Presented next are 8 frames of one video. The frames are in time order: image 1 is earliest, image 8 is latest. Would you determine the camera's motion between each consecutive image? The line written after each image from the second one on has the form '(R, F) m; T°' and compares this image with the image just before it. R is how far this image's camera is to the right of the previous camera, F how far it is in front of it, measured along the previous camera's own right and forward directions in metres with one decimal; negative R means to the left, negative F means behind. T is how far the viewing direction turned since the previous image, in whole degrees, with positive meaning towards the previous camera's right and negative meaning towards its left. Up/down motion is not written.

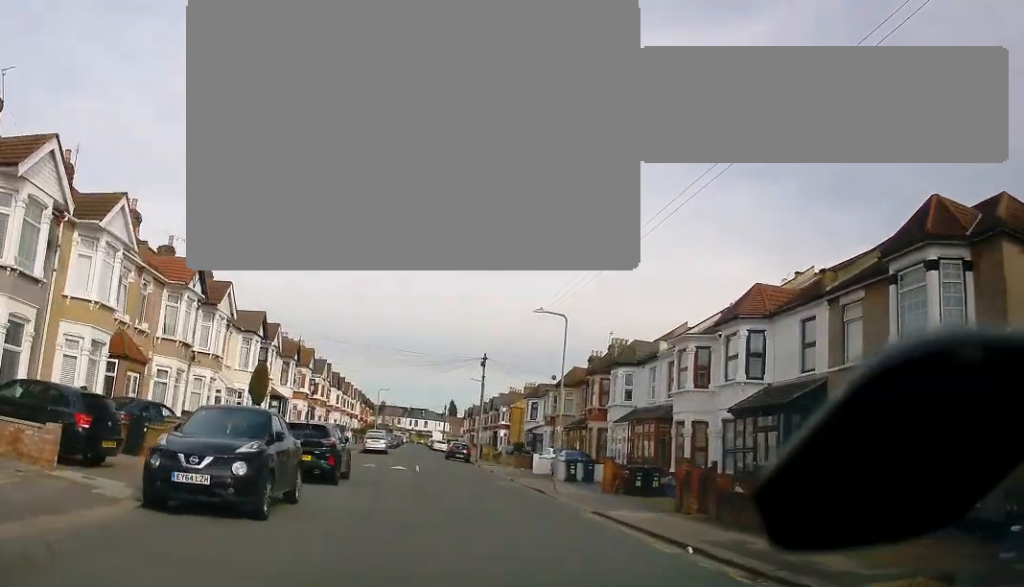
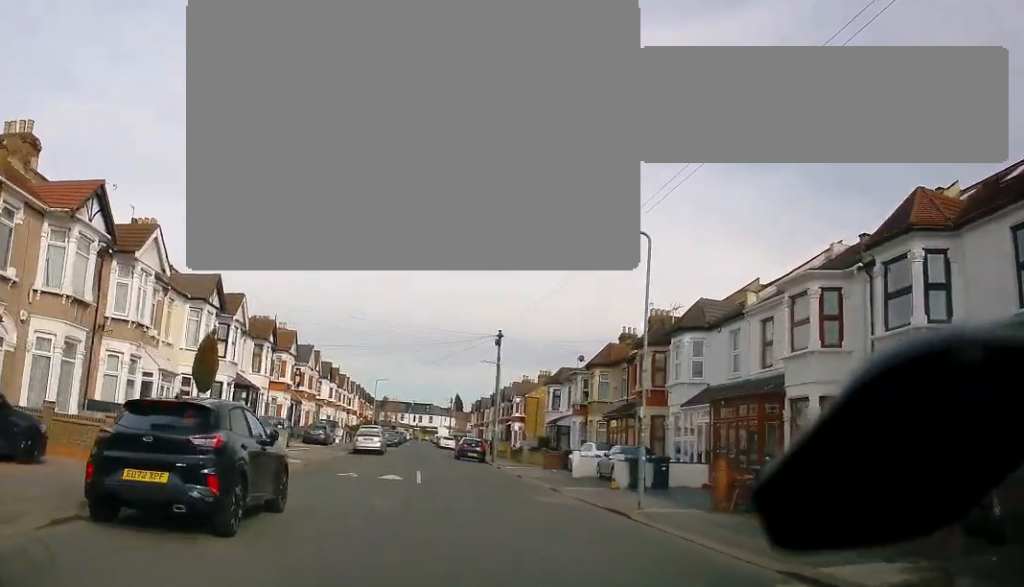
(0.0, +9.5) m; 0°
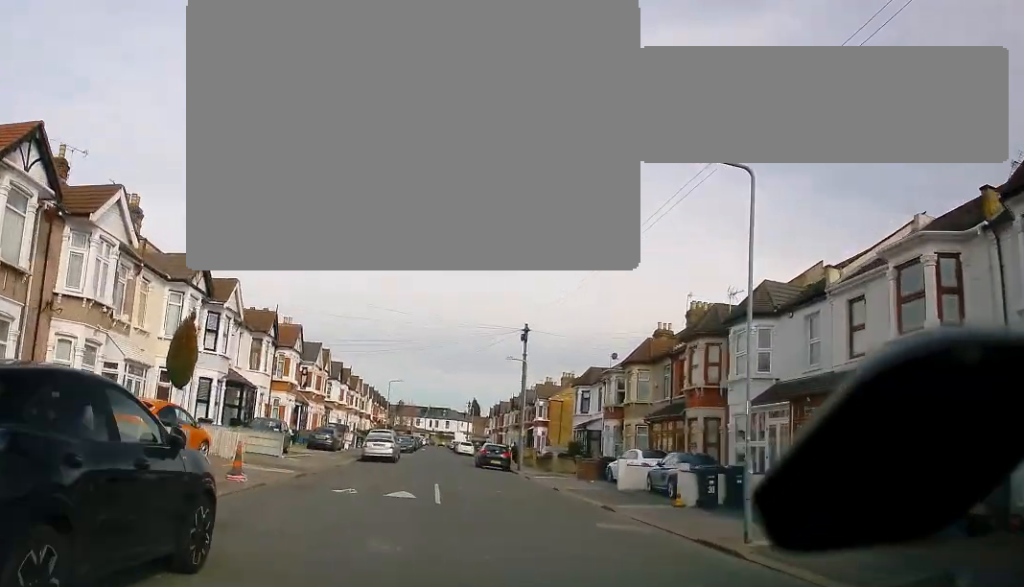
(0.0, +4.6) m; 0°
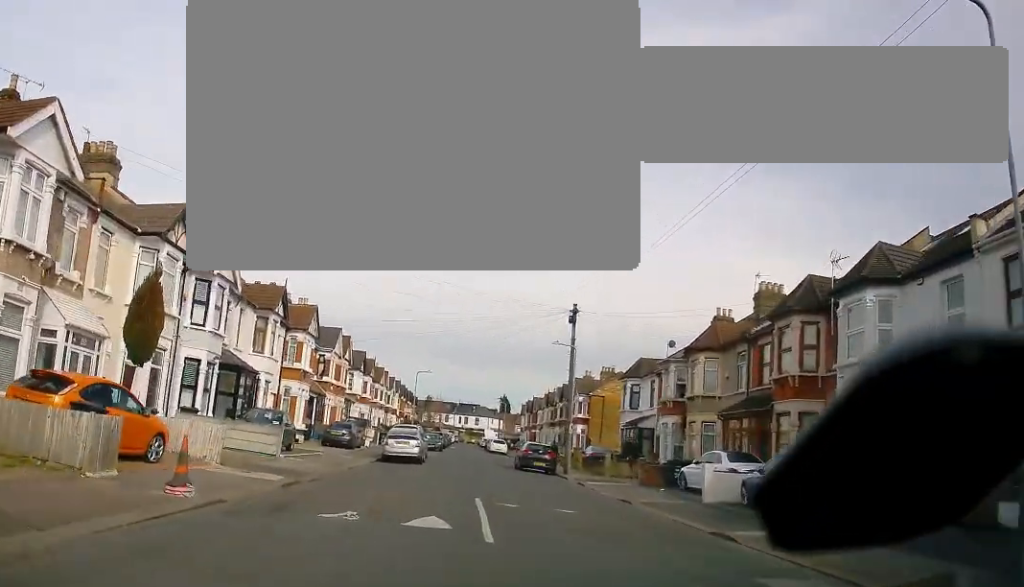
(0.0, +5.7) m; -1°
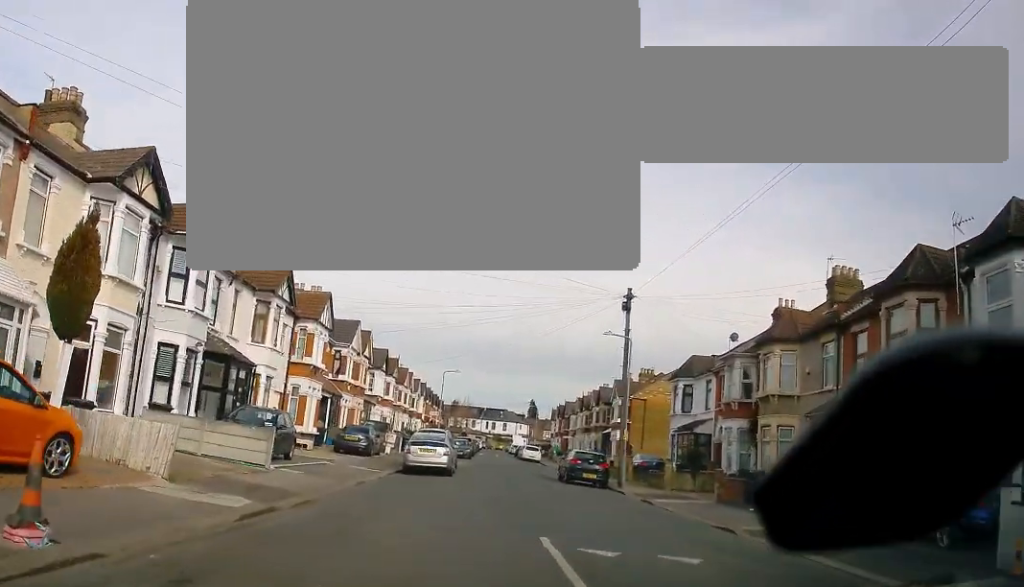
(-0.1, +5.2) m; -1°
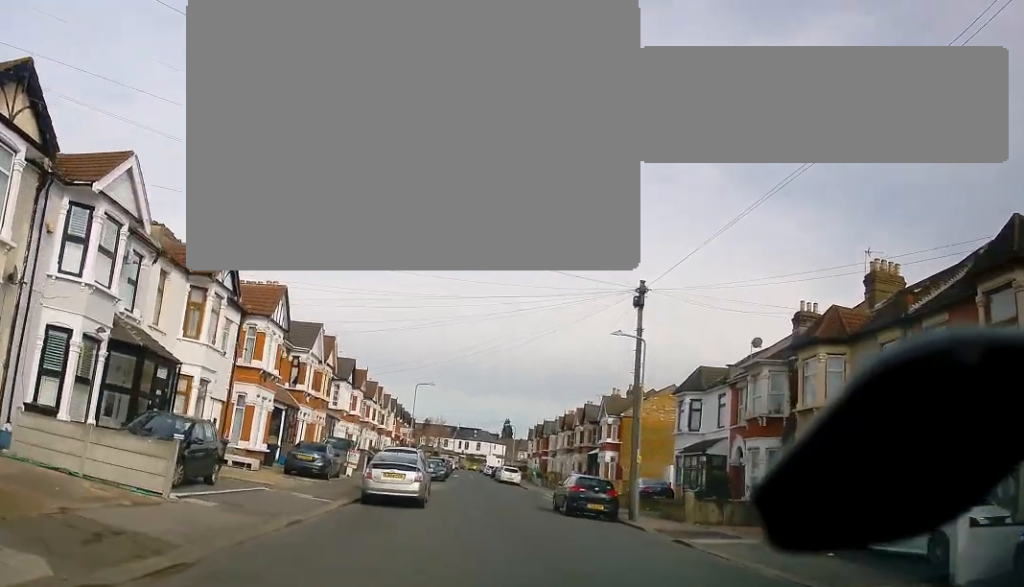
(-0.1, +5.4) m; -2°
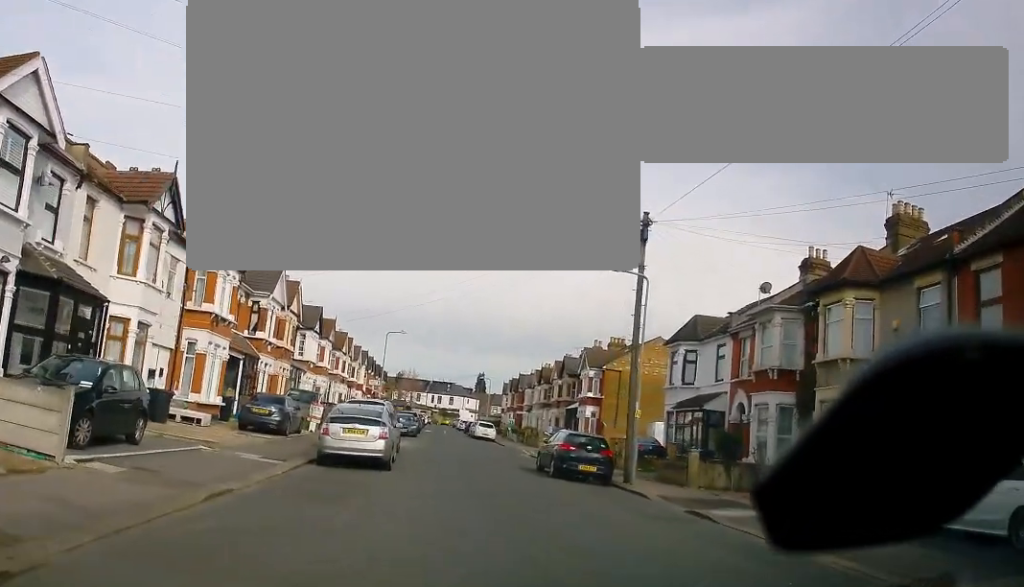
(-0.1, +3.2) m; +5°
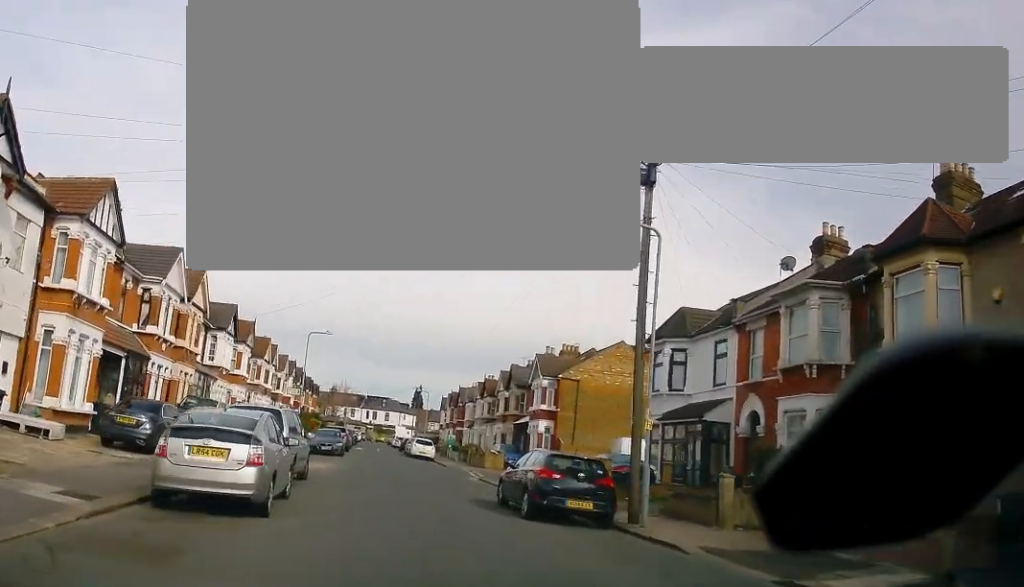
(+0.8, +6.7) m; +7°
